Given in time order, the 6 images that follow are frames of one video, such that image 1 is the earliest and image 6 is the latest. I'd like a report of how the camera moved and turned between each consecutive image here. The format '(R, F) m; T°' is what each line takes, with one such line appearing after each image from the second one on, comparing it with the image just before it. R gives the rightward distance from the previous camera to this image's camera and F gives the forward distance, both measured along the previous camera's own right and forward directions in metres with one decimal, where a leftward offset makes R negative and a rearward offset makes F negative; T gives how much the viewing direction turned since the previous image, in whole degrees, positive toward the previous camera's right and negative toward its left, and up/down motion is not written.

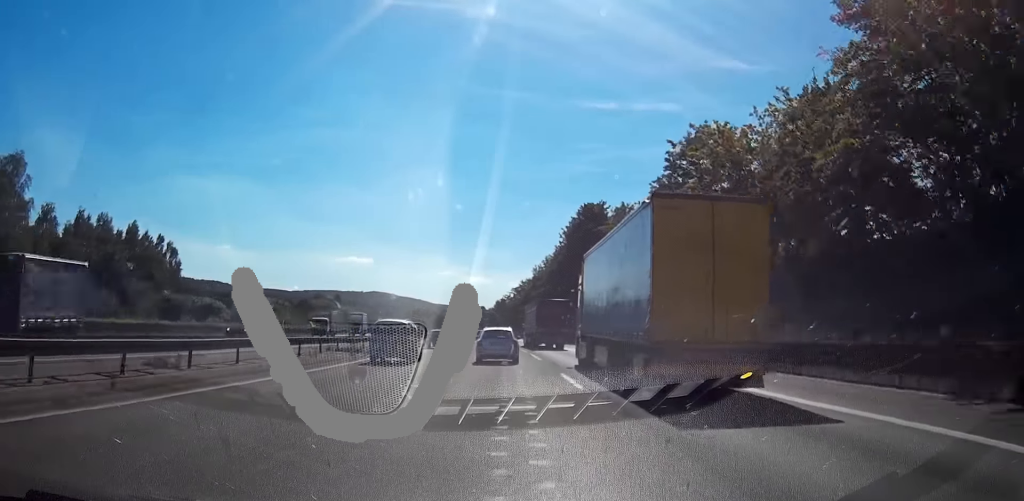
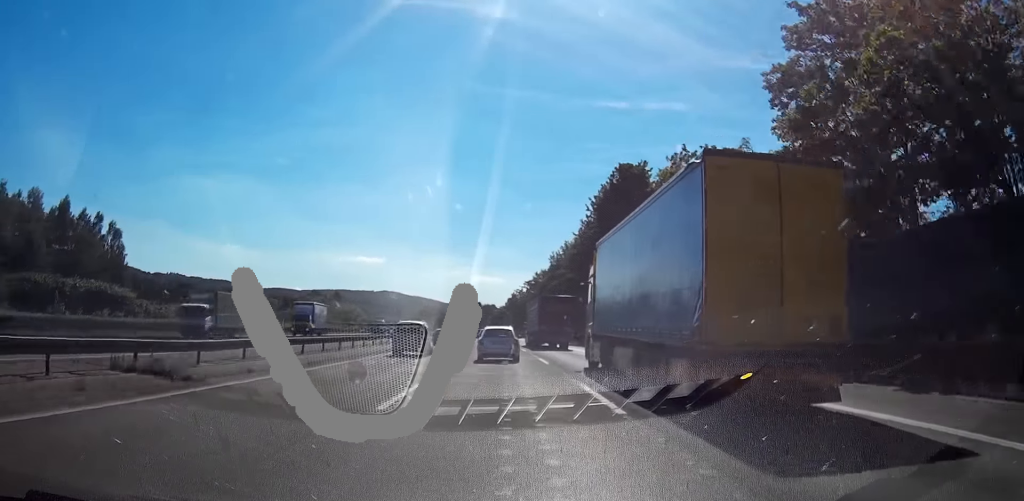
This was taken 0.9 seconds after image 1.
(-0.2, +23.7) m; -1°
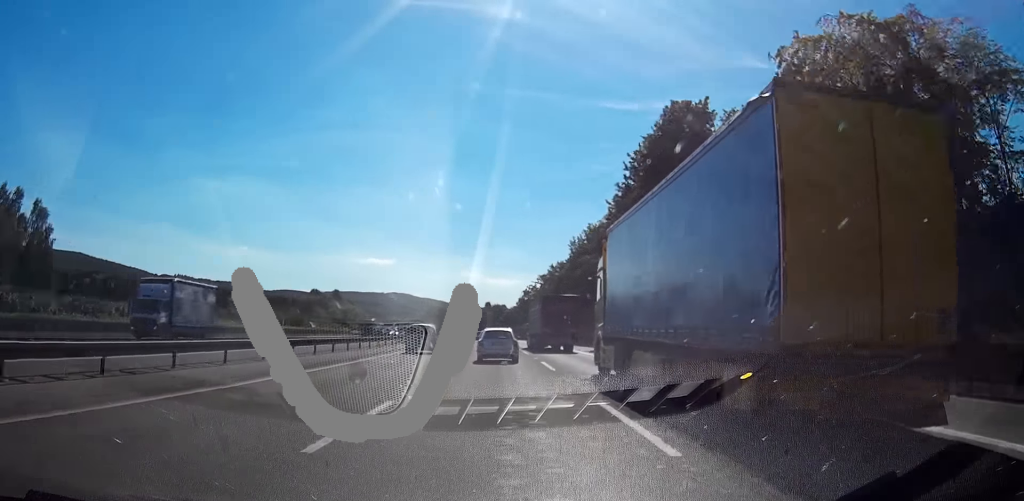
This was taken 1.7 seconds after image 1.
(-0.2, +22.0) m; -1°
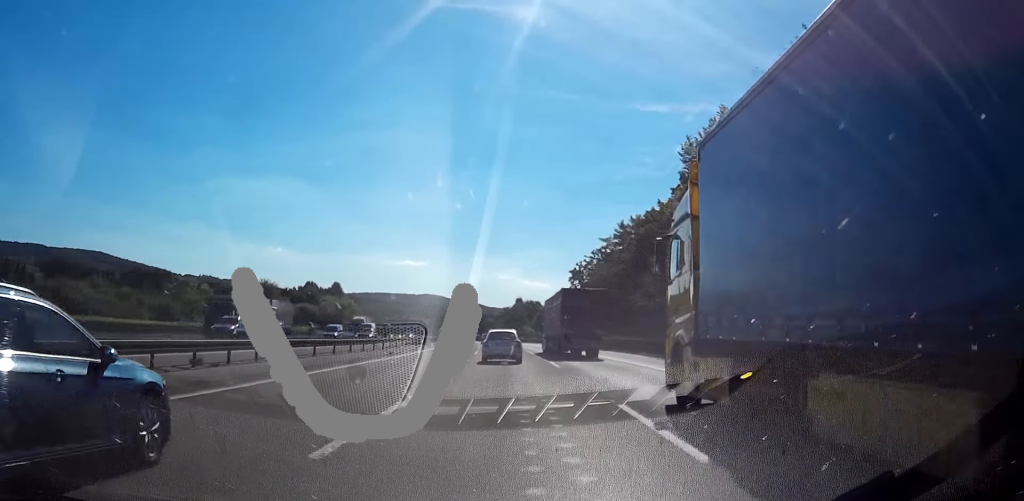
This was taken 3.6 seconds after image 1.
(-0.1, +54.7) m; -1°
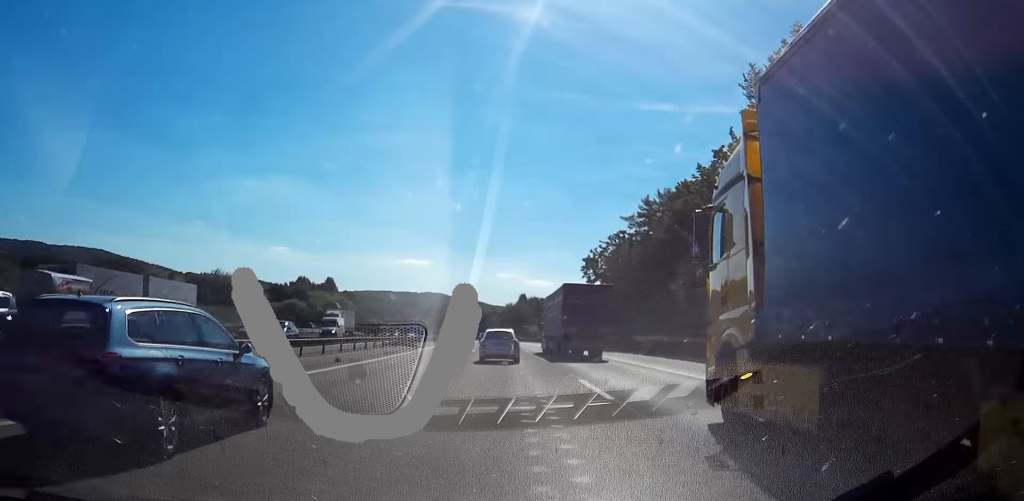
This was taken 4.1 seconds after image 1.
(-0.2, +13.9) m; -1°
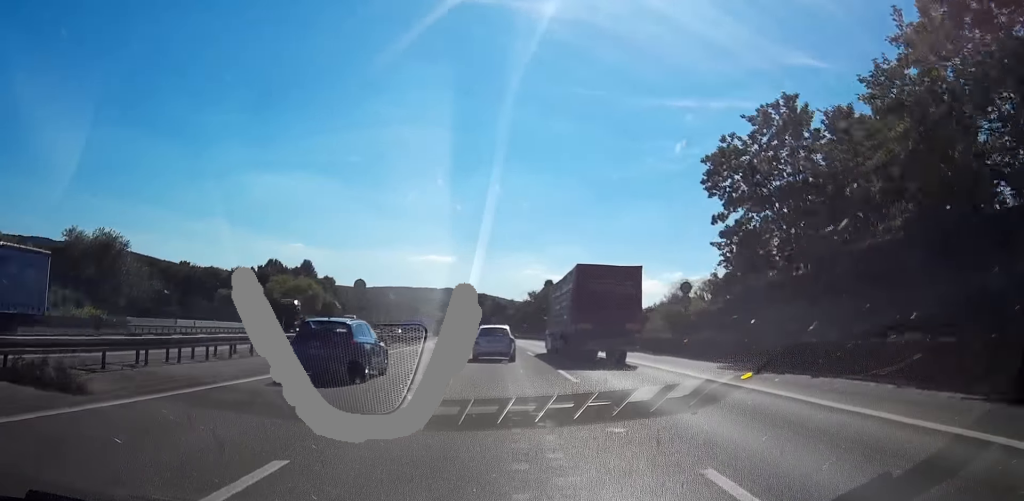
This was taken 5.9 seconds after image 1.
(-1.4, +49.9) m; -3°
